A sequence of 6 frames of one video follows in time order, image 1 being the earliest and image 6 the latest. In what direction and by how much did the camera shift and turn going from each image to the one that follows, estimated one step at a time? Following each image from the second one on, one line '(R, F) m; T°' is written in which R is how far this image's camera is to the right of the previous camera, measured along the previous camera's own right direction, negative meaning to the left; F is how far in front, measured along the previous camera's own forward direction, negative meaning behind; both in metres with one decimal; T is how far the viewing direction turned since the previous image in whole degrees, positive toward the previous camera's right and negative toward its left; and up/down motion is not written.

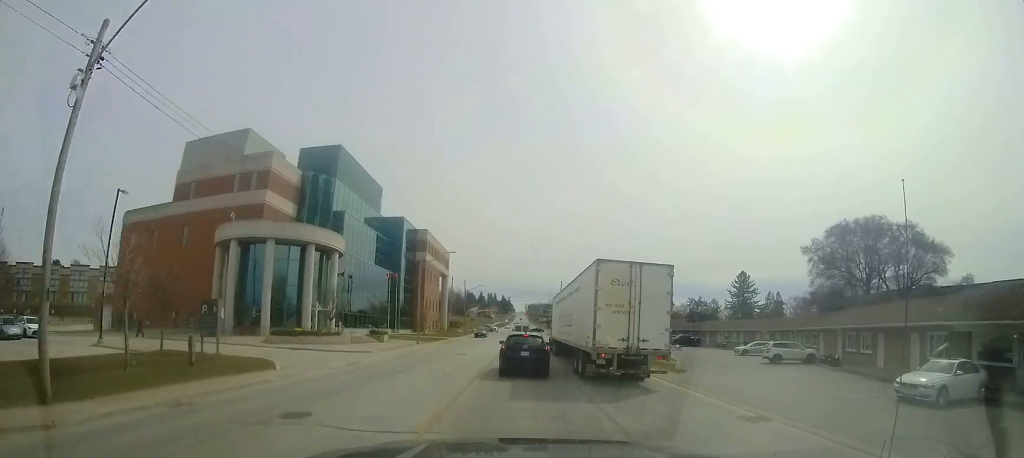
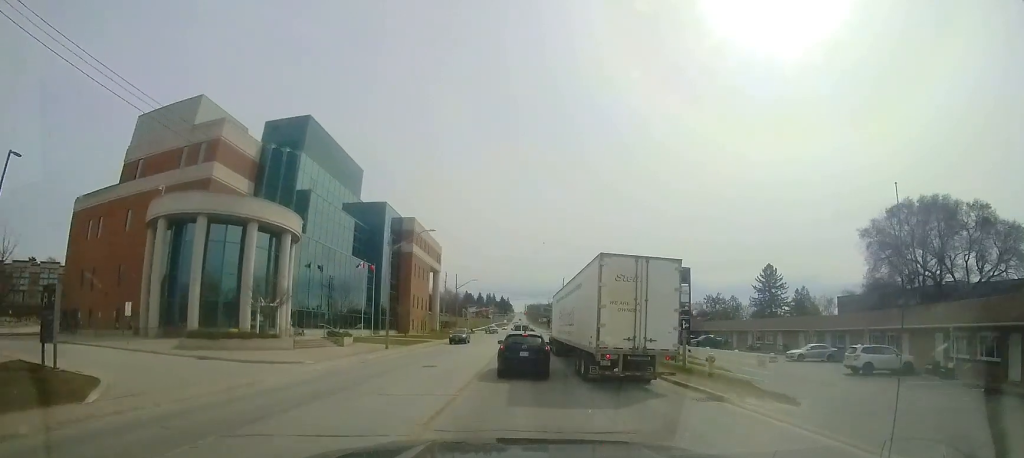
(+0.2, +8.3) m; +1°
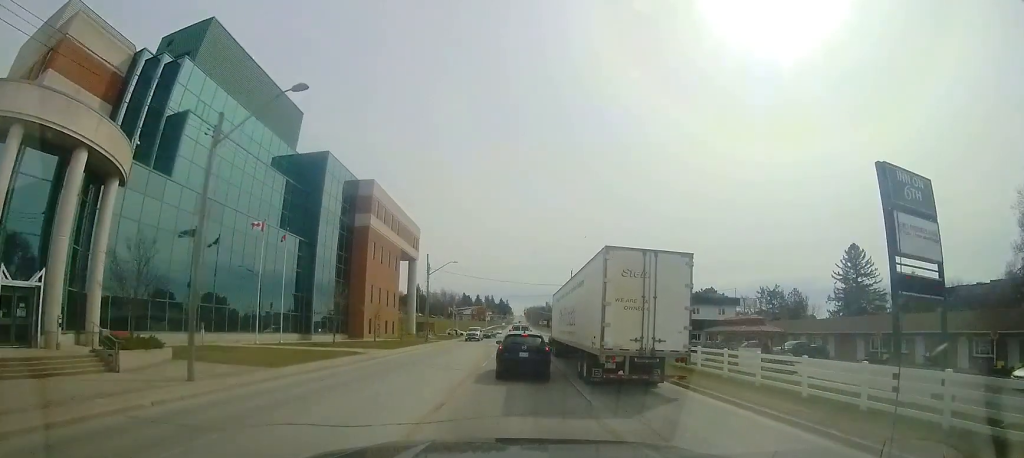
(-0.4, +18.9) m; -3°
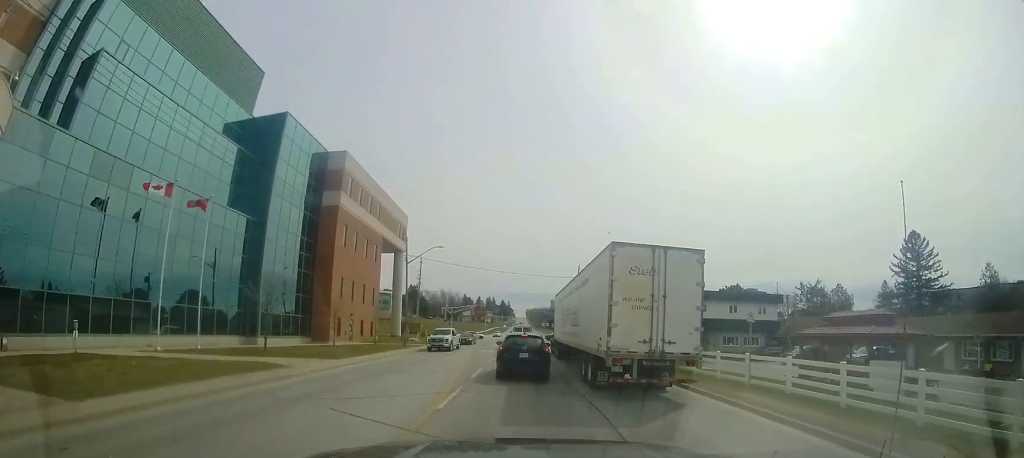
(+0.2, +8.9) m; +1°
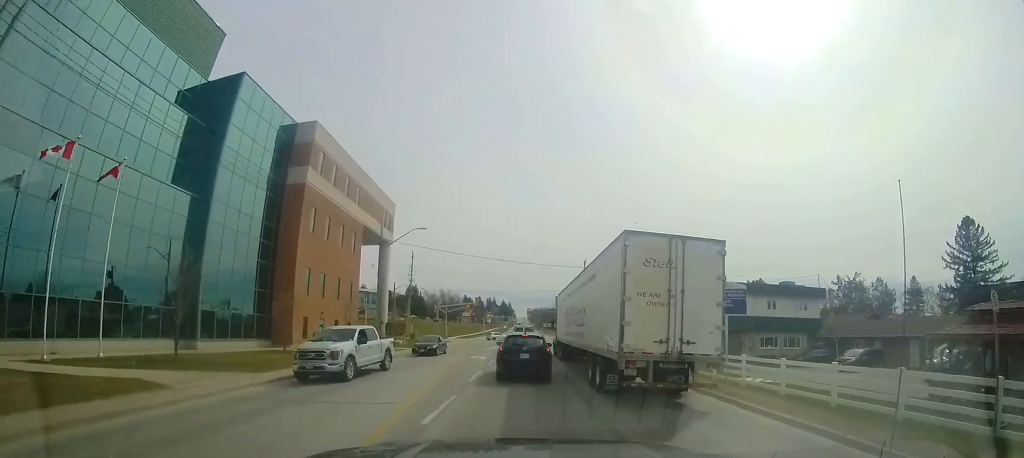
(-0.1, +6.7) m; -2°
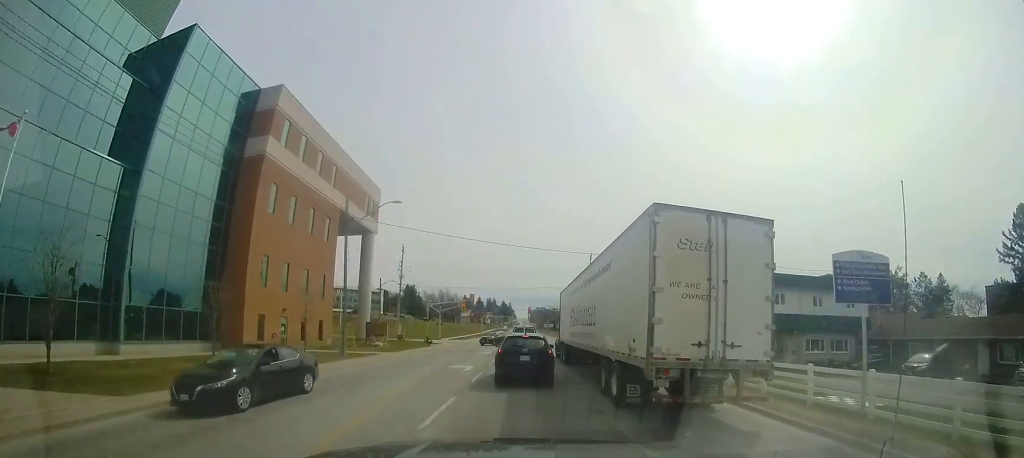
(0.0, +6.2) m; +2°
